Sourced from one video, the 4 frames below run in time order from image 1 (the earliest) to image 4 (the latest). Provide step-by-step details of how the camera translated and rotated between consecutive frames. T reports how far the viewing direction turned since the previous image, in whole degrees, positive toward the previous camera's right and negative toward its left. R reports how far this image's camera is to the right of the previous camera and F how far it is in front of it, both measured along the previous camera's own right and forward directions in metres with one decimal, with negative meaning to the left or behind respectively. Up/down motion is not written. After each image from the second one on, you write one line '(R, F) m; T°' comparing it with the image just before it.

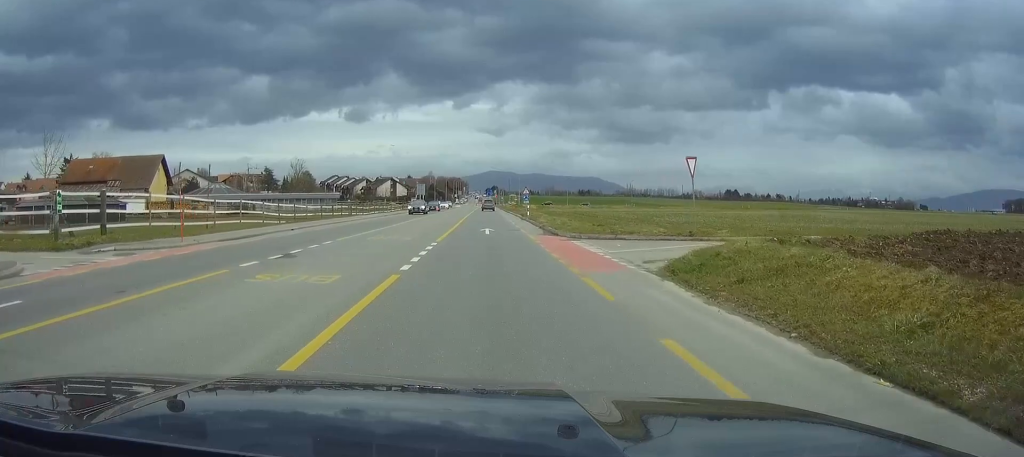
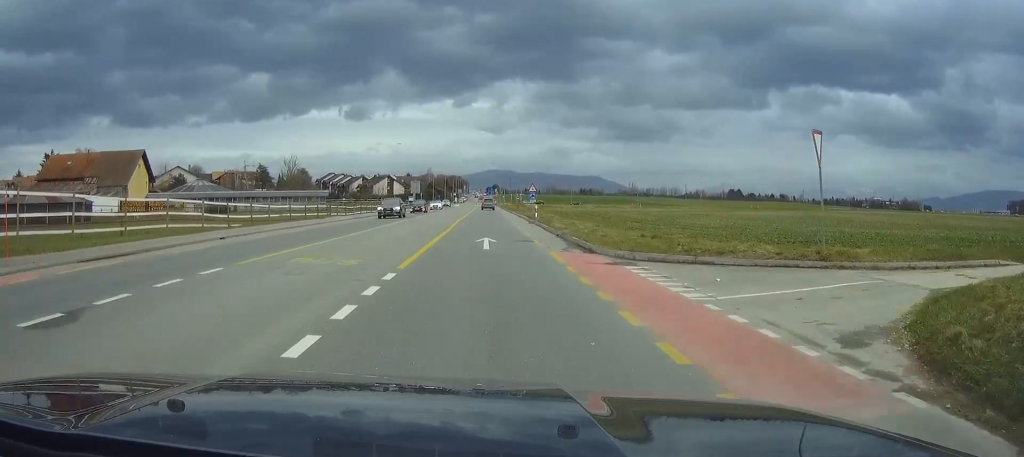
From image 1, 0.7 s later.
(+0.1, +10.0) m; 0°
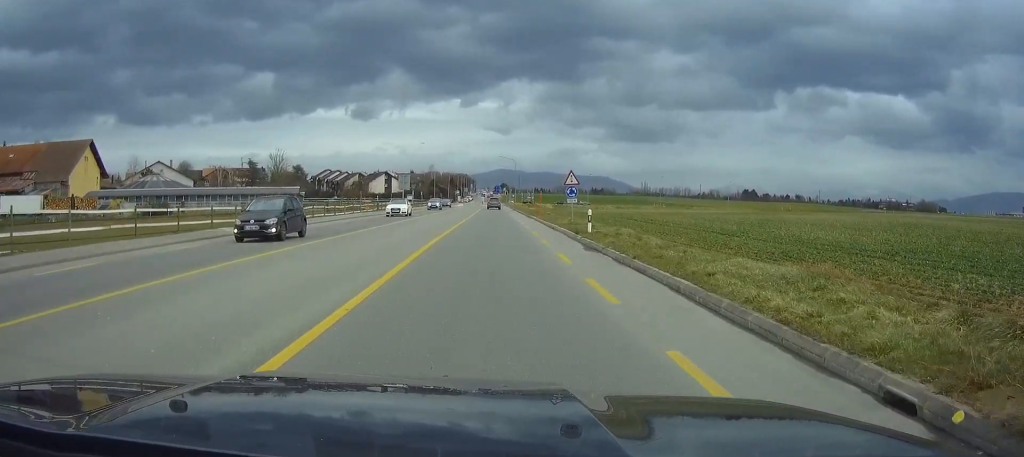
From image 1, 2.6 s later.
(+0.2, +24.7) m; +1°
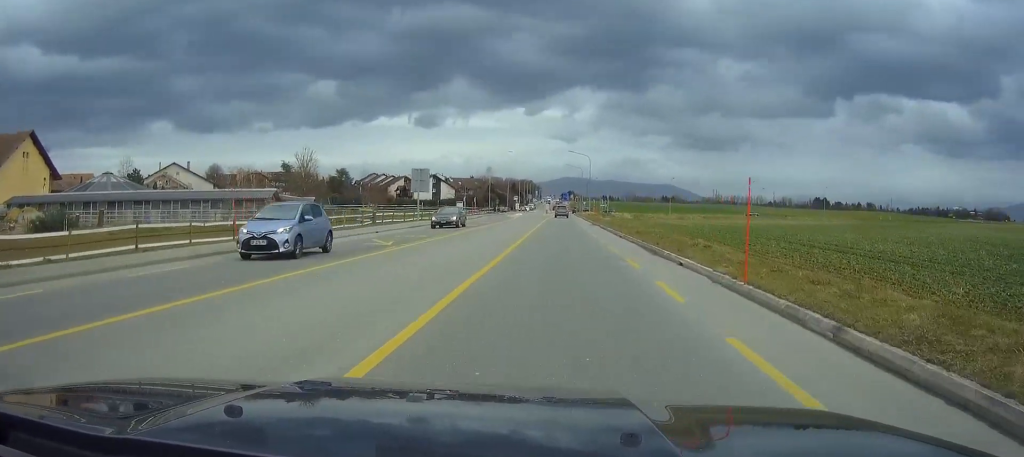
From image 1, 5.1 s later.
(0.0, +33.6) m; +1°
